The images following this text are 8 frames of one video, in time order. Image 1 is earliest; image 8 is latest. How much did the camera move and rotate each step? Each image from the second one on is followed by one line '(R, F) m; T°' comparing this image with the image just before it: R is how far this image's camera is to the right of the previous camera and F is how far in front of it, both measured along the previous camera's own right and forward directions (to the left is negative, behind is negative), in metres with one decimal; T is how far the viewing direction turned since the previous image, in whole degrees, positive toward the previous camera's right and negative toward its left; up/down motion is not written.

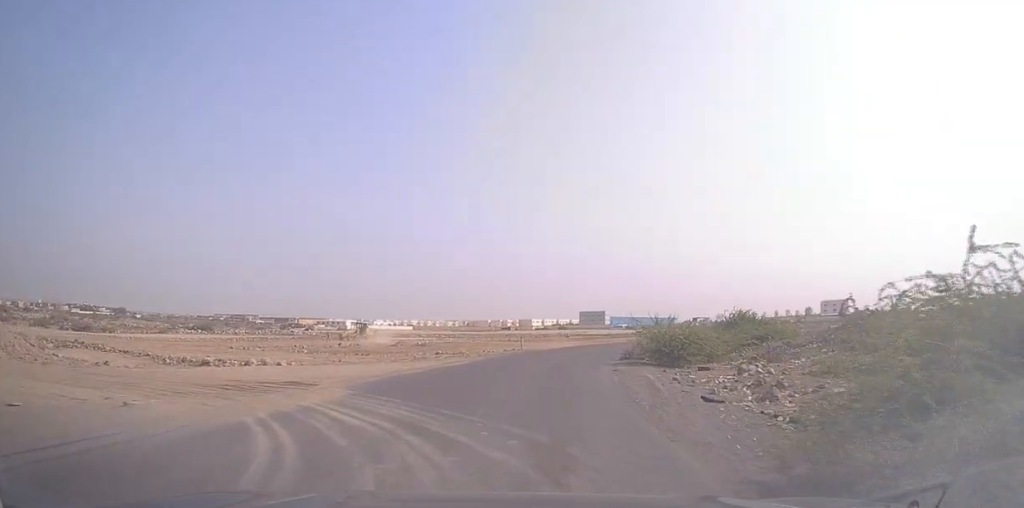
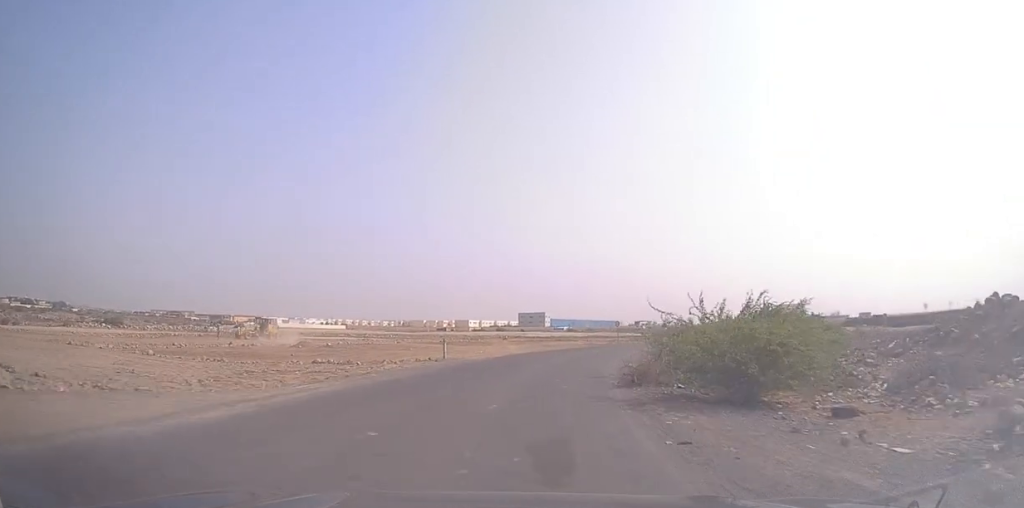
(+1.4, +17.1) m; +6°
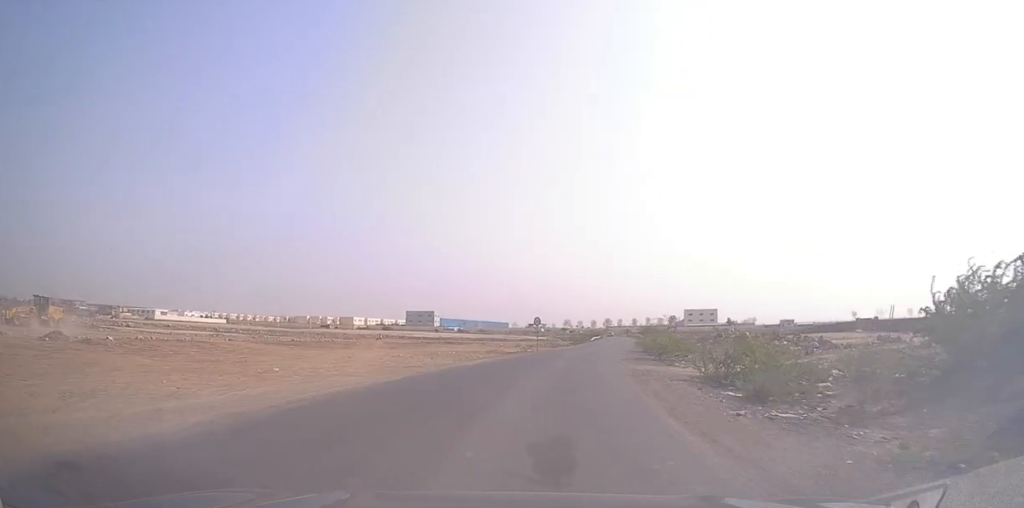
(+2.0, +28.8) m; +10°
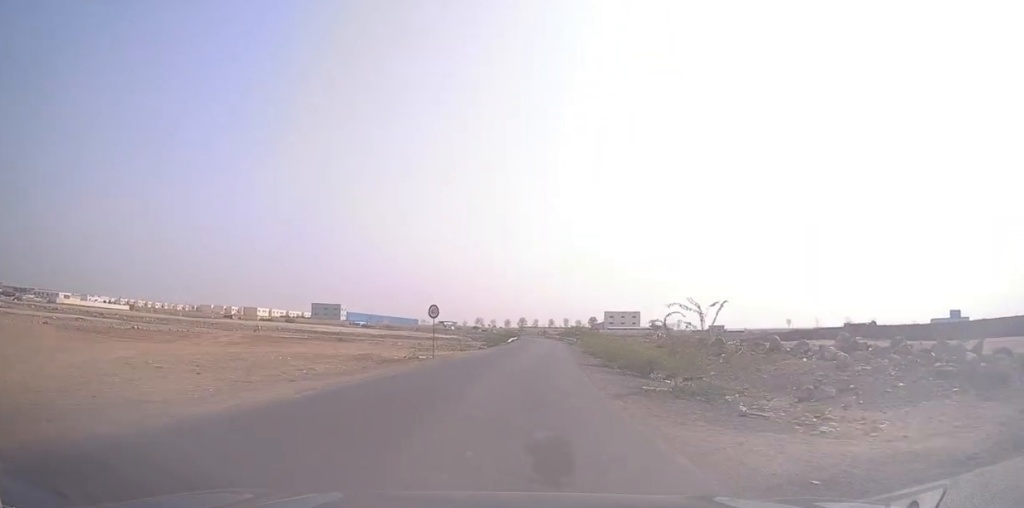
(+1.5, +21.0) m; +9°
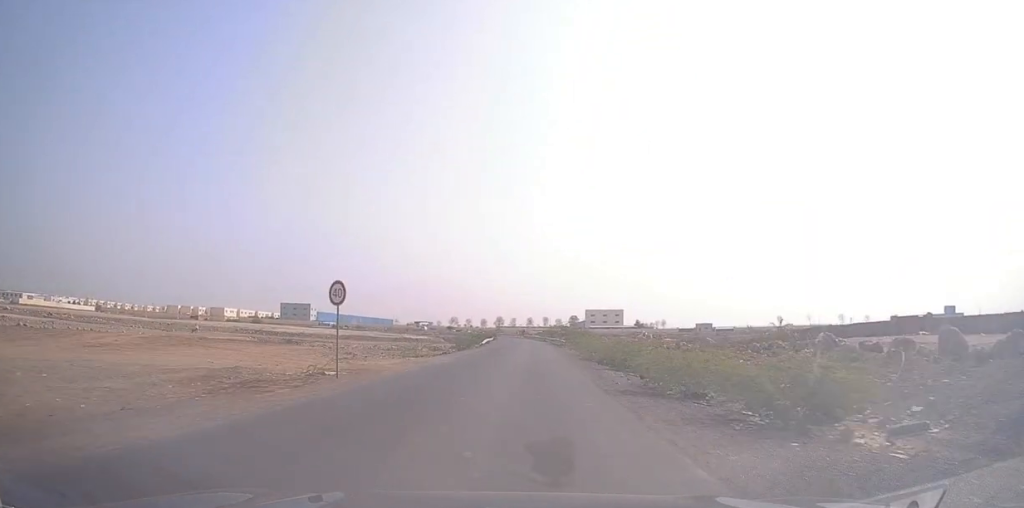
(+1.0, +16.0) m; +6°
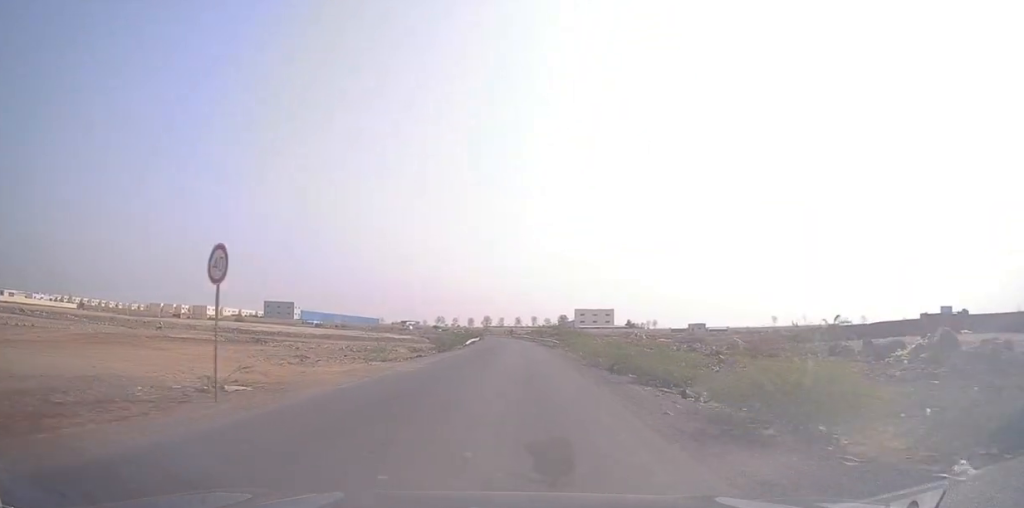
(+0.4, +7.8) m; +2°
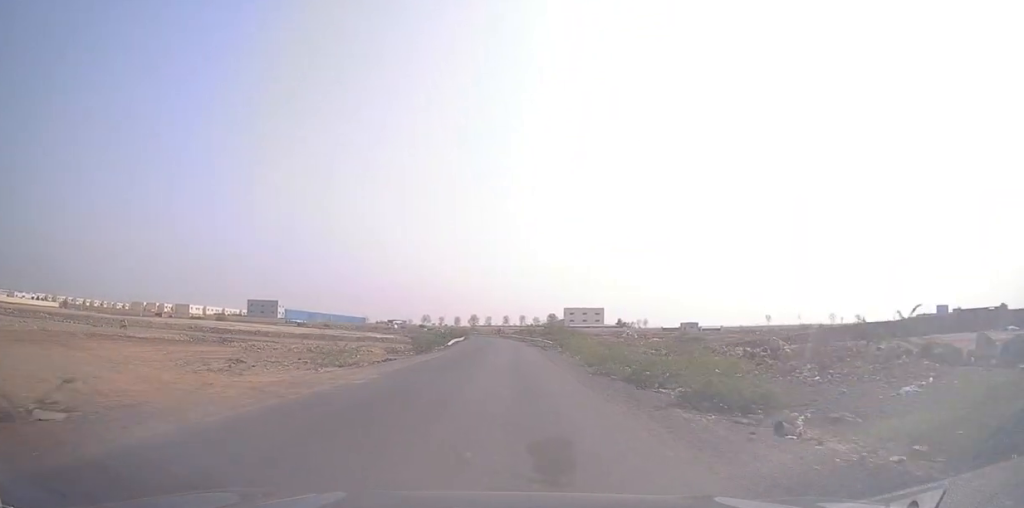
(+0.2, +7.2) m; +2°
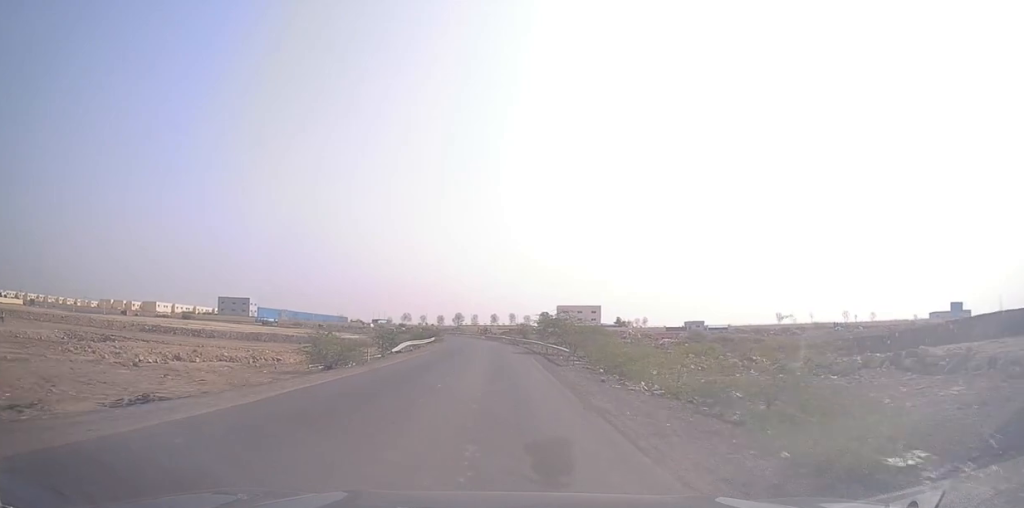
(+1.0, +25.0) m; +3°
